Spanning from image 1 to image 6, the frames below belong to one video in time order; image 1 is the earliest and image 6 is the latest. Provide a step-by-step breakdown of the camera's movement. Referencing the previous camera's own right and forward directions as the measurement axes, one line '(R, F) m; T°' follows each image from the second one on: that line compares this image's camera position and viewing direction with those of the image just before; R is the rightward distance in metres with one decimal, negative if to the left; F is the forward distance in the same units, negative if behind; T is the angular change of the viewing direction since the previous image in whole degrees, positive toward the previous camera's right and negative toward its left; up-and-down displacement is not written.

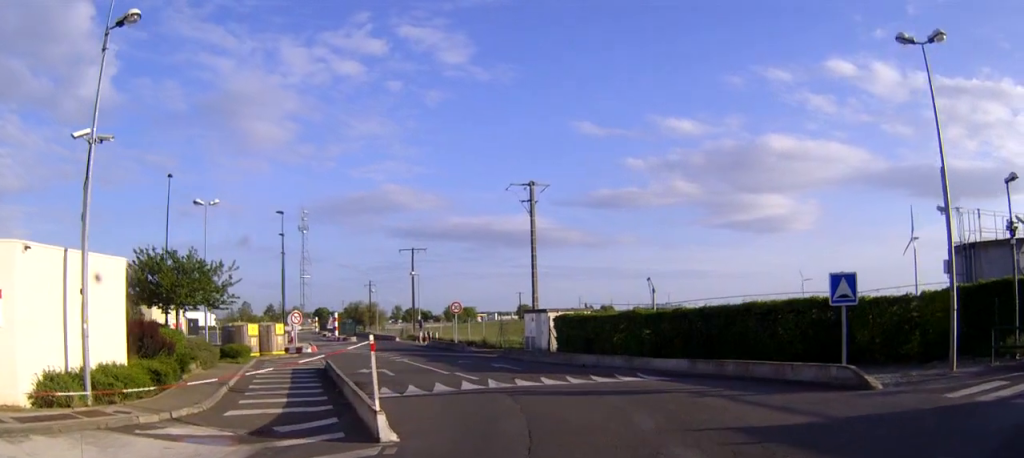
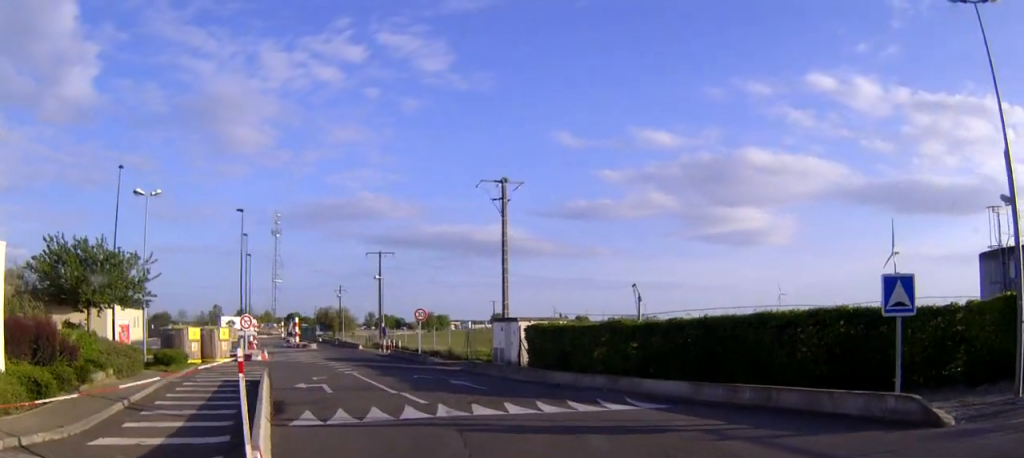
(0.0, +3.7) m; 0°
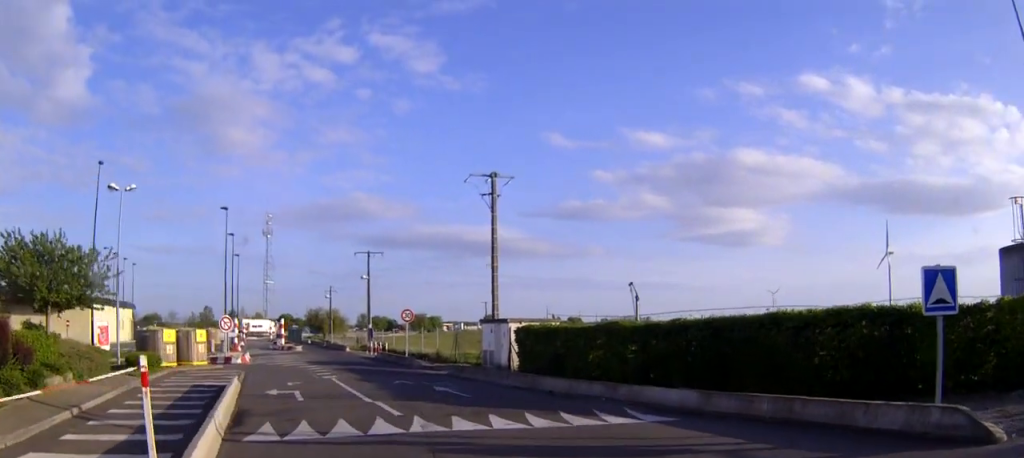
(0.0, +1.7) m; 0°
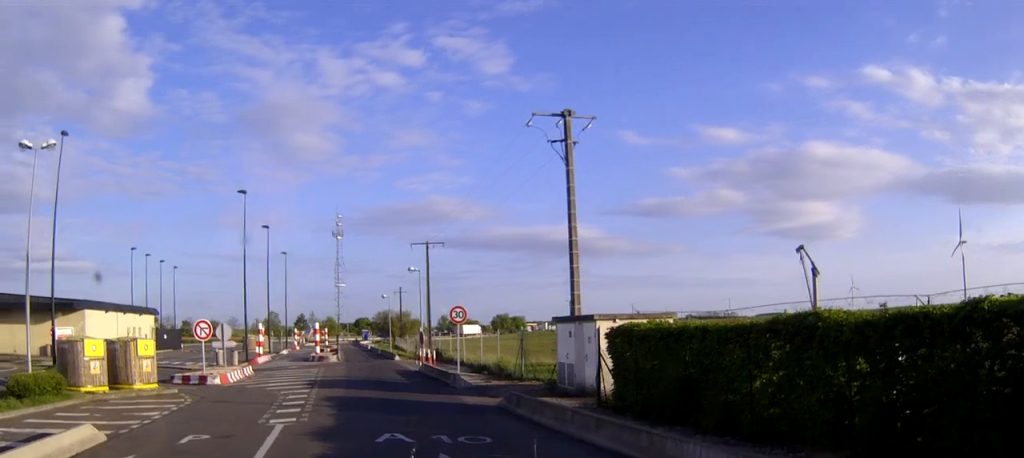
(-0.9, +11.4) m; -14°
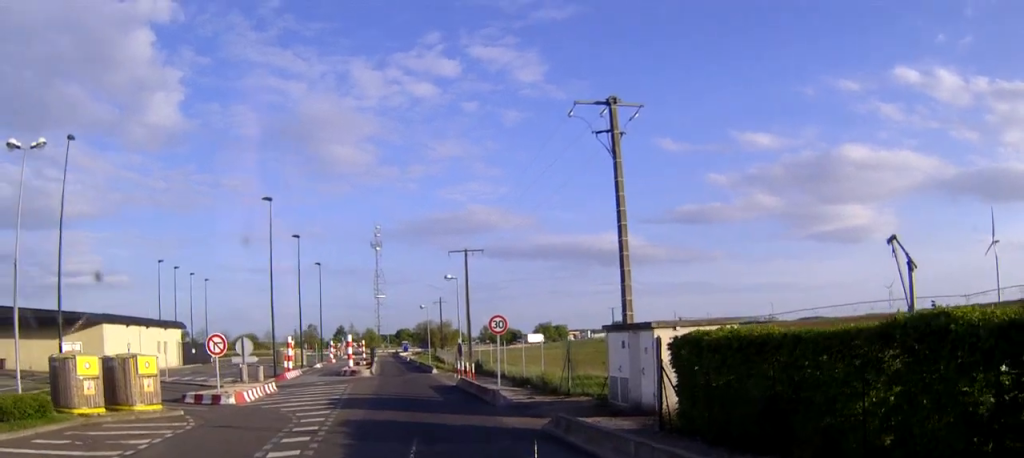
(-0.1, +2.6) m; -5°
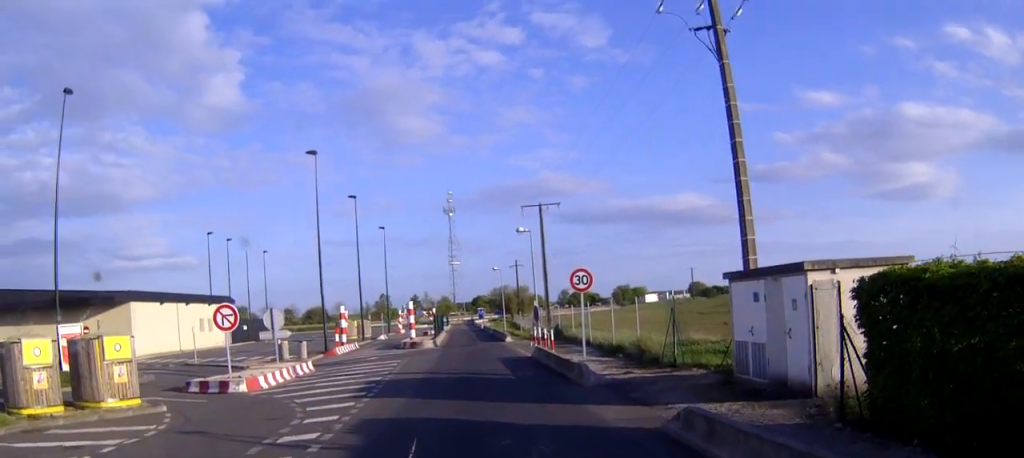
(-0.4, +5.6) m; -5°
